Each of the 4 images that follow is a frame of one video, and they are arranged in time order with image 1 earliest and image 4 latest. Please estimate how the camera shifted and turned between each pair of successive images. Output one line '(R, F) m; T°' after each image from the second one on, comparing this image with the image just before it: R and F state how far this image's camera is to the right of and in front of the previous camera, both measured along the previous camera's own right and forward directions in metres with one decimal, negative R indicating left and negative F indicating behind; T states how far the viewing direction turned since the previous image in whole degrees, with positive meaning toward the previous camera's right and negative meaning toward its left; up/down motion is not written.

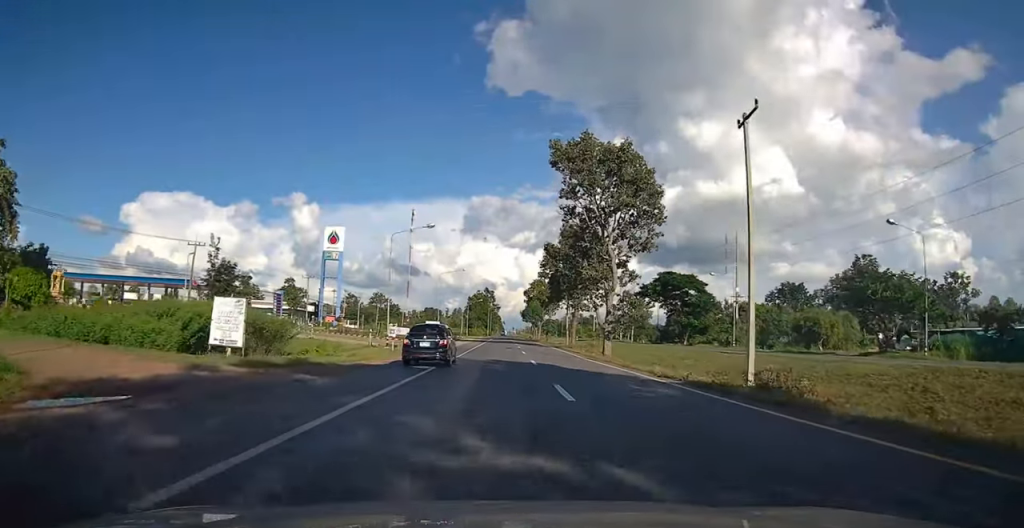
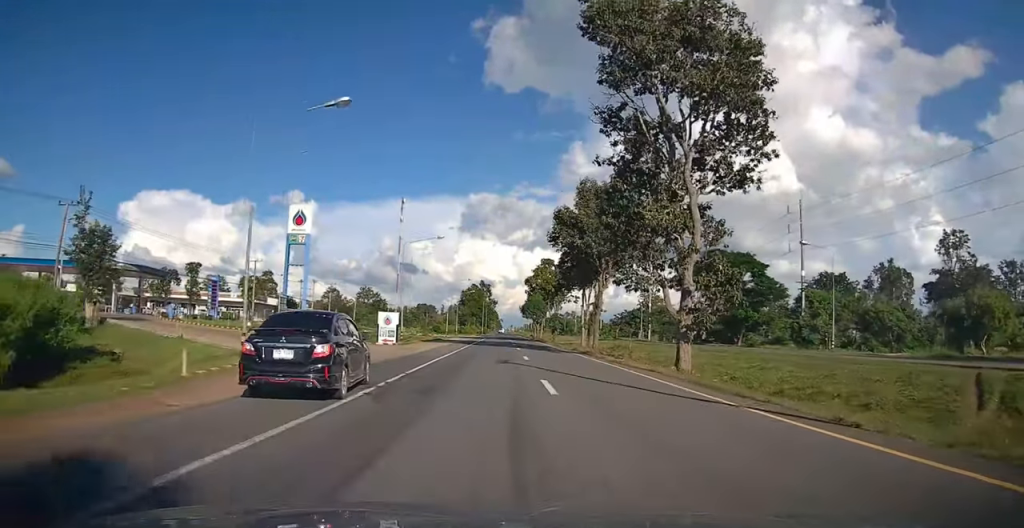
(0.0, +23.3) m; 0°
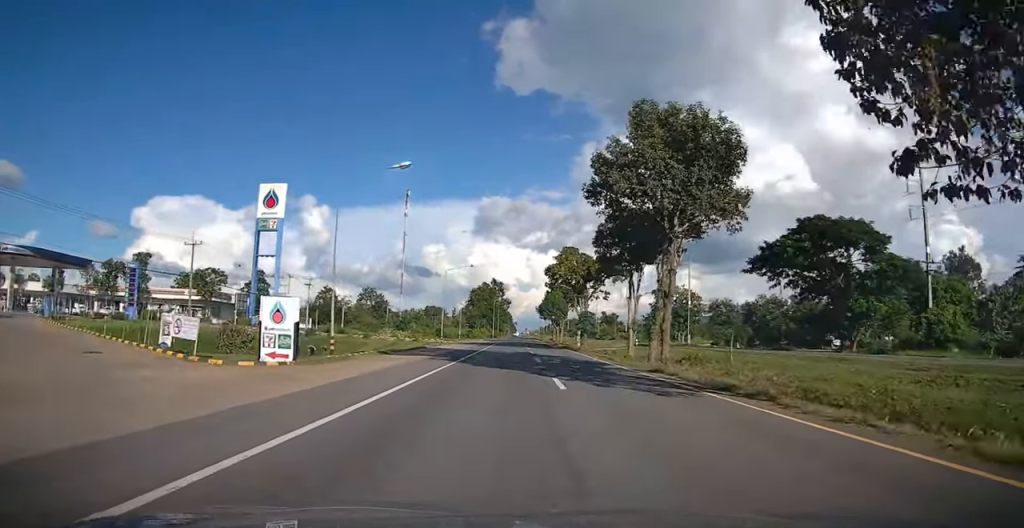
(+0.1, +22.3) m; 0°
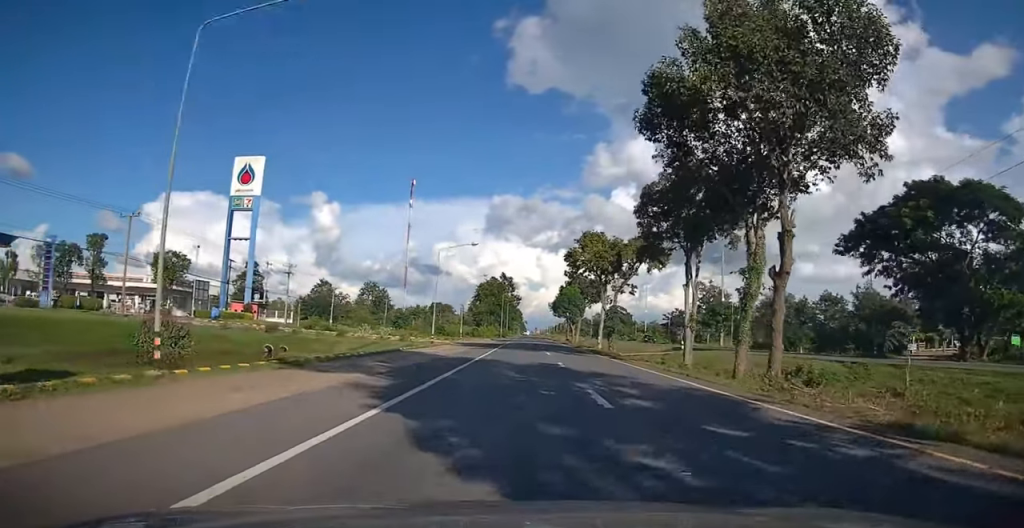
(0.0, +14.5) m; -1°
